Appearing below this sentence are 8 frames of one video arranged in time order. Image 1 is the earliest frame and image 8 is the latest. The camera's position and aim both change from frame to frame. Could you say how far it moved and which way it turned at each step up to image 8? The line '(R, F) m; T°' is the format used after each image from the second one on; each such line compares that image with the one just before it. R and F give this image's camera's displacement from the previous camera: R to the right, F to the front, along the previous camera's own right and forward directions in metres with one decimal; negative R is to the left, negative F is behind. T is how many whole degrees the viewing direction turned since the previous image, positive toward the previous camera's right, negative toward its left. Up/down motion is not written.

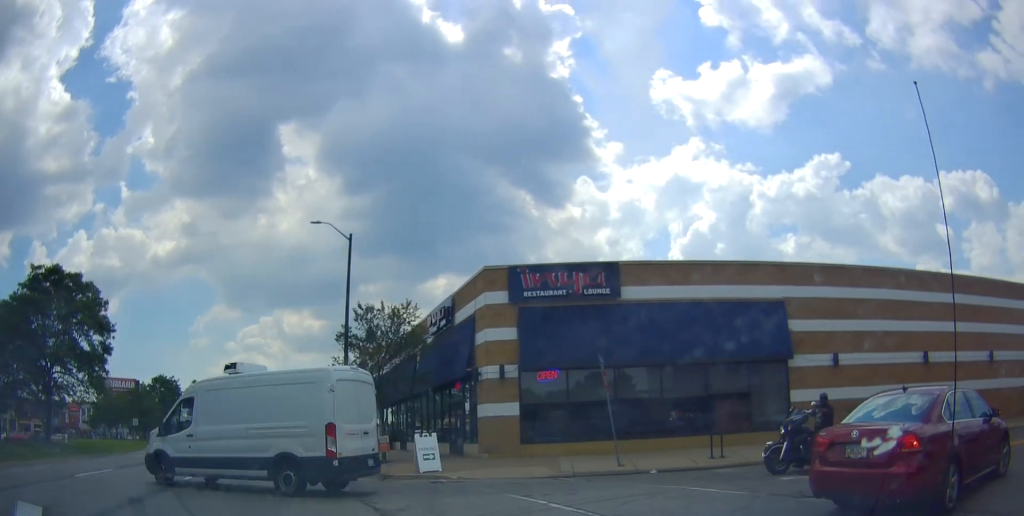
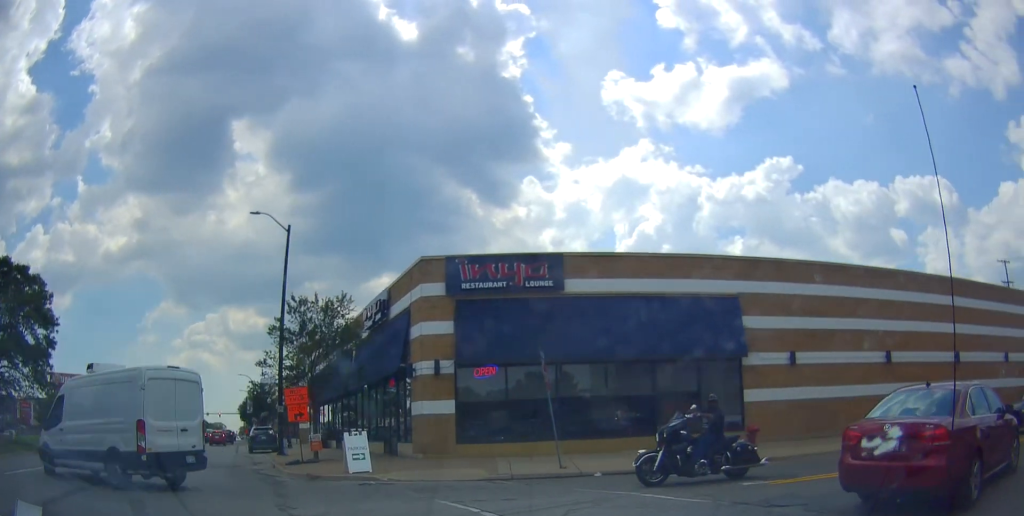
(+0.1, +1.4) m; +4°
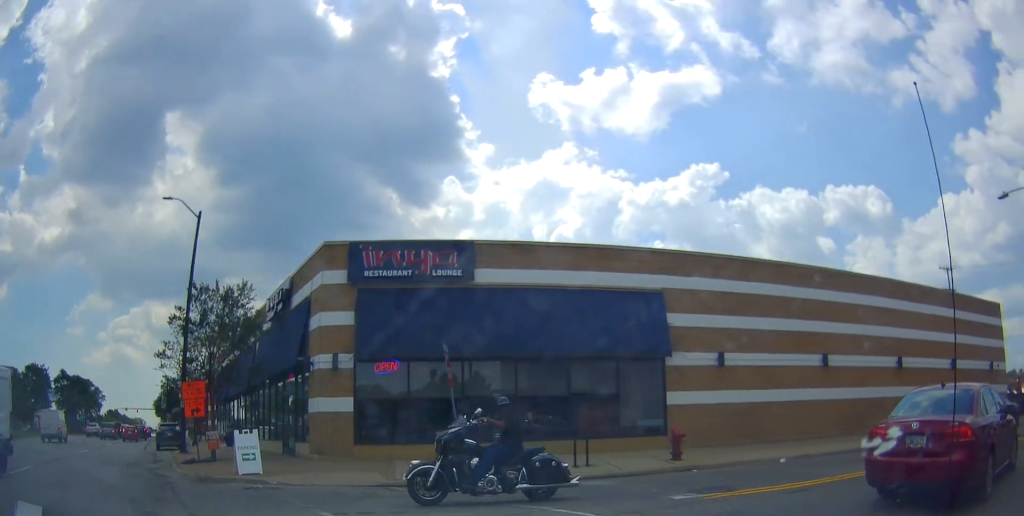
(0.0, +1.7) m; +1°
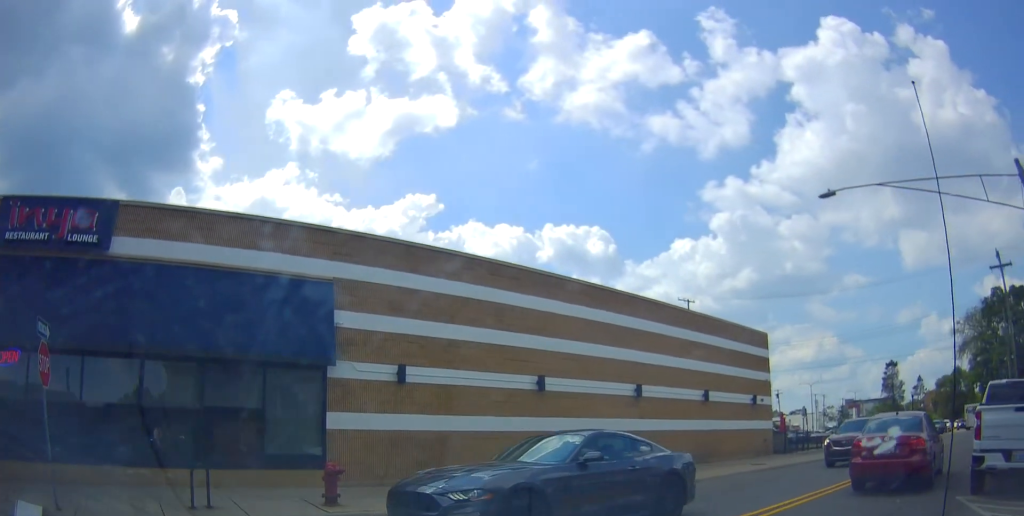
(+1.0, +4.5) m; +36°
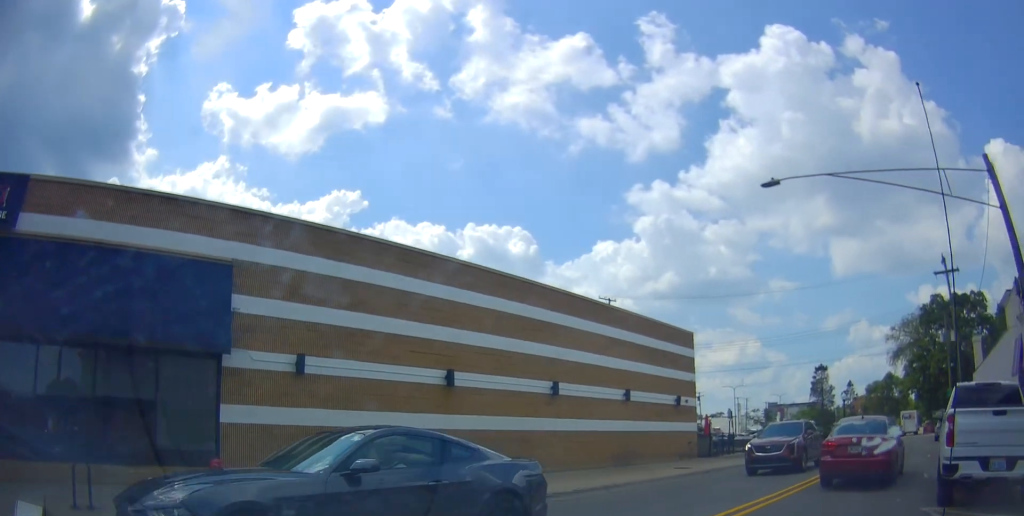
(+0.1, +1.1) m; +10°
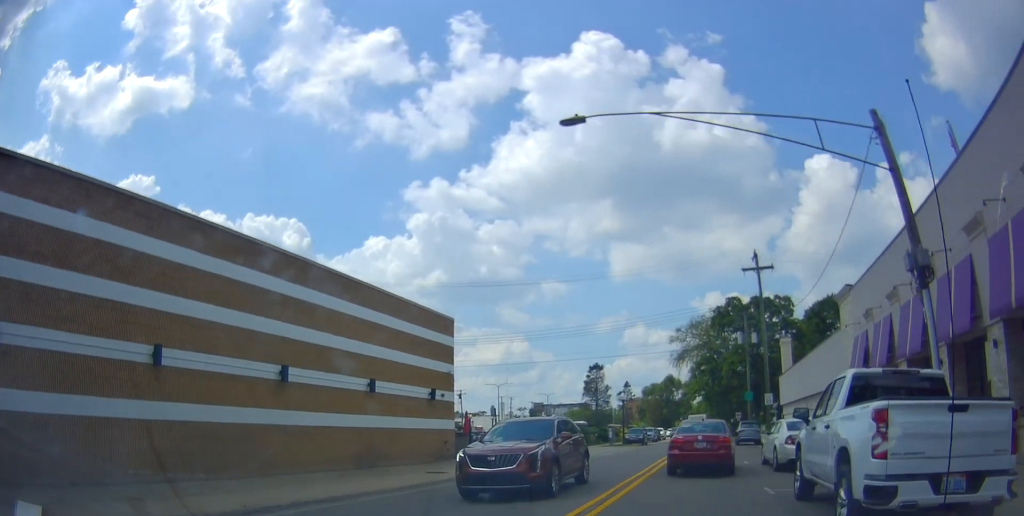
(+0.3, +2.9) m; +13°
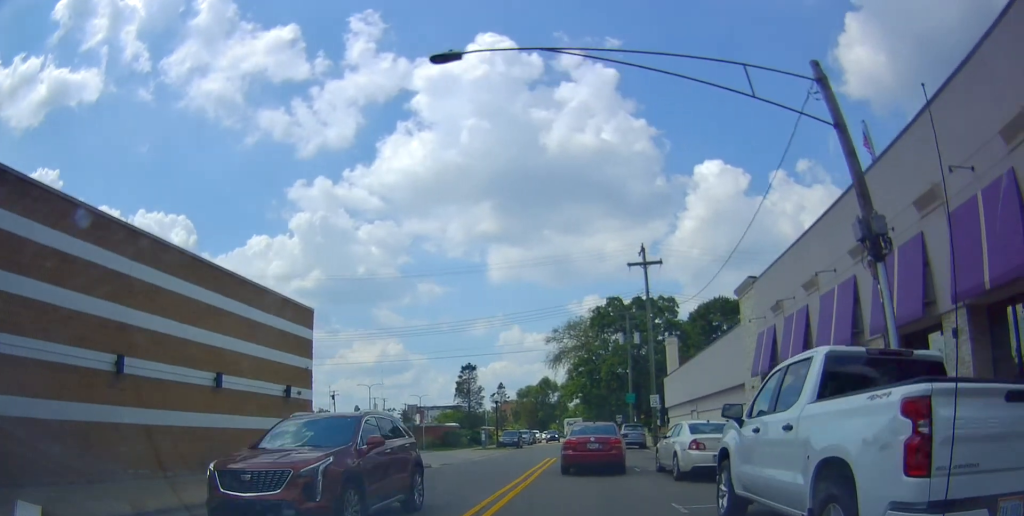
(+0.1, +1.8) m; +10°
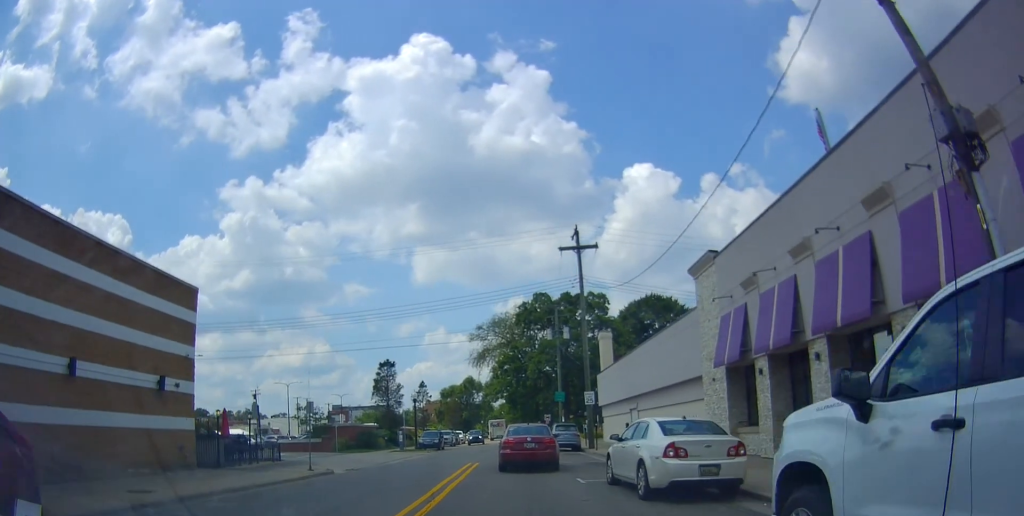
(+0.4, +3.5) m; +14°
